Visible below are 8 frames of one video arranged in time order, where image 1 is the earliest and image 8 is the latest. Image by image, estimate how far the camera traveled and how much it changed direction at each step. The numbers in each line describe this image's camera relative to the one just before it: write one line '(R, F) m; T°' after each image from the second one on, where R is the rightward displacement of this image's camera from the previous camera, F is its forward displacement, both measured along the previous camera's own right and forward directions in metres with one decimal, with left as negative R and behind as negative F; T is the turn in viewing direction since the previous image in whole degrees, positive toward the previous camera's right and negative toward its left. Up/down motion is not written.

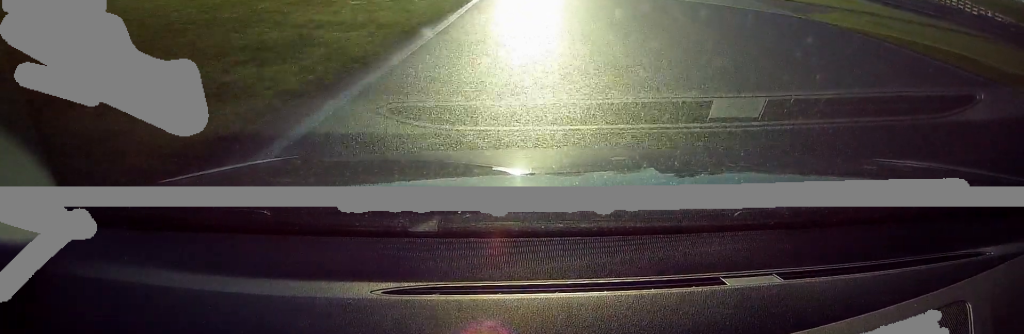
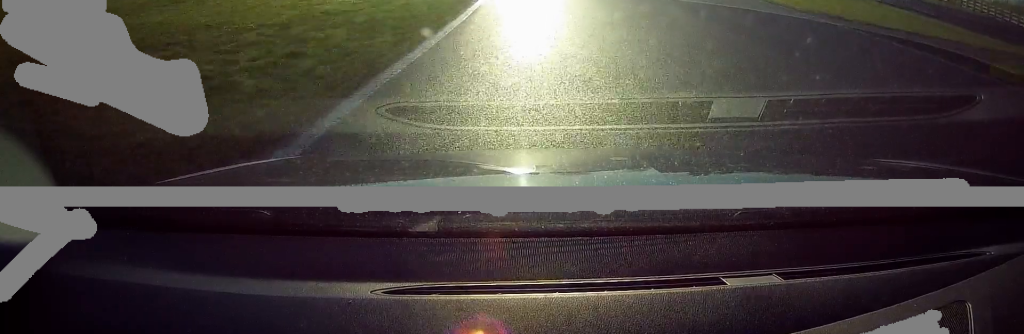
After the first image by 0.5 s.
(+0.1, +10.5) m; 0°
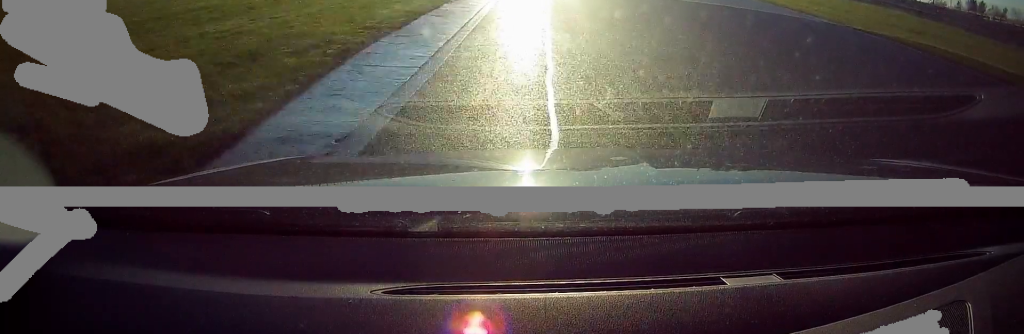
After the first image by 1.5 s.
(-0.4, +22.5) m; -1°
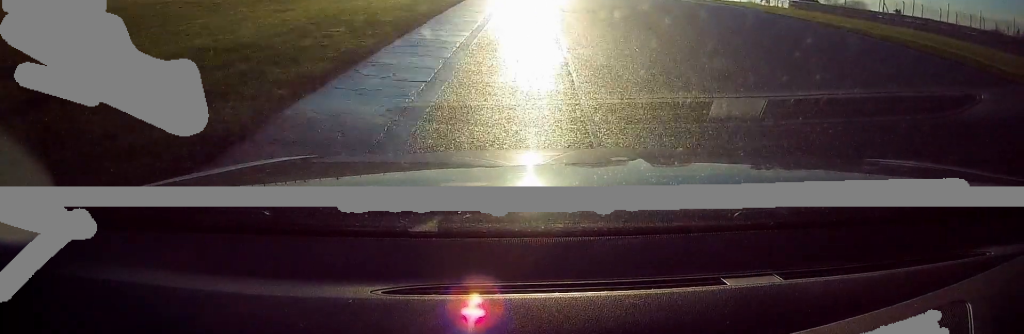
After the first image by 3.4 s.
(-0.6, +41.9) m; -1°
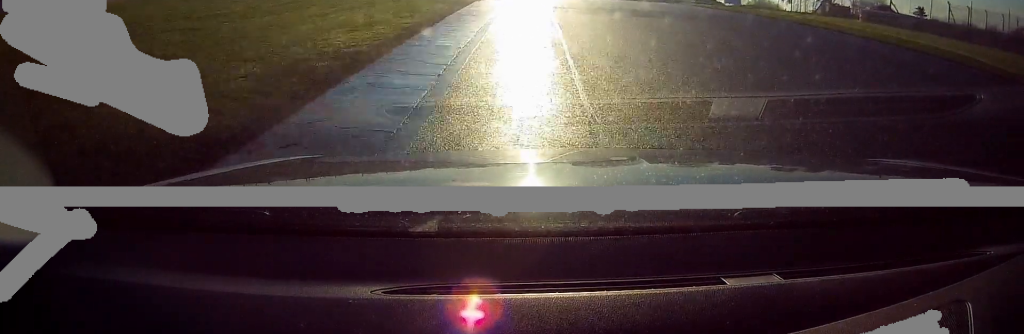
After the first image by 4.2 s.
(+0.2, +15.5) m; +1°
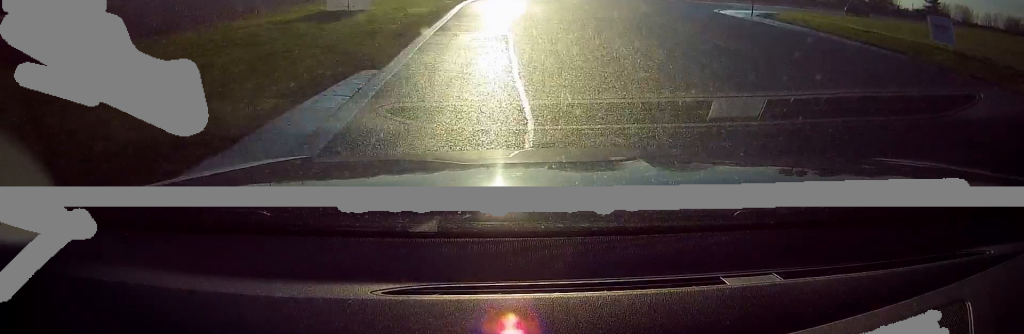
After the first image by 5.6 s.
(+0.6, +25.8) m; +4°
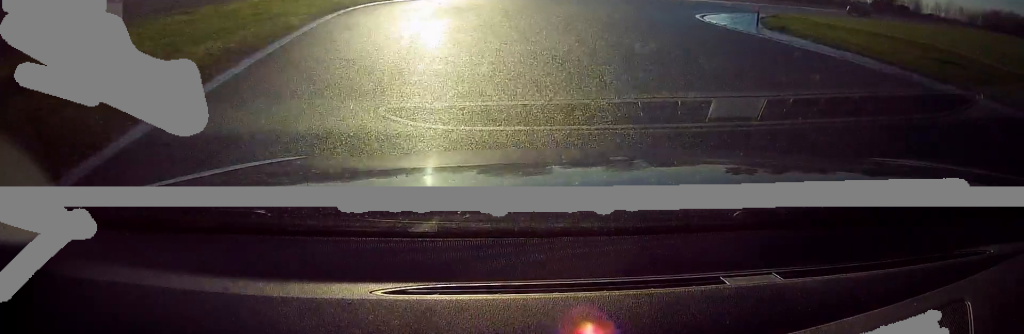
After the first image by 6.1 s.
(-0.1, +9.0) m; +4°
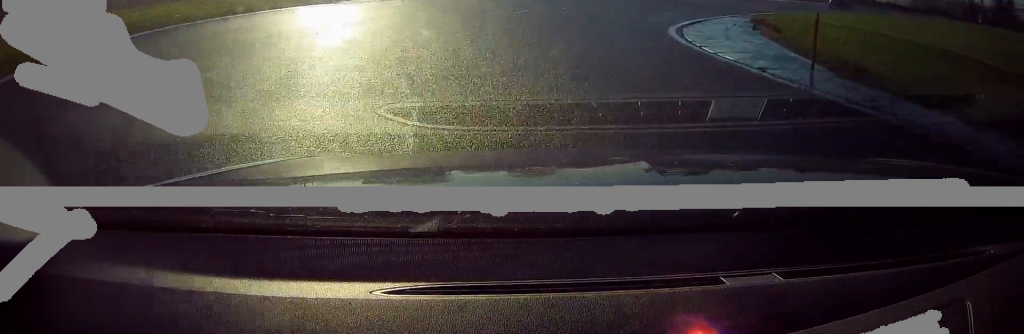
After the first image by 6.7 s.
(+0.5, +10.3) m; +7°
